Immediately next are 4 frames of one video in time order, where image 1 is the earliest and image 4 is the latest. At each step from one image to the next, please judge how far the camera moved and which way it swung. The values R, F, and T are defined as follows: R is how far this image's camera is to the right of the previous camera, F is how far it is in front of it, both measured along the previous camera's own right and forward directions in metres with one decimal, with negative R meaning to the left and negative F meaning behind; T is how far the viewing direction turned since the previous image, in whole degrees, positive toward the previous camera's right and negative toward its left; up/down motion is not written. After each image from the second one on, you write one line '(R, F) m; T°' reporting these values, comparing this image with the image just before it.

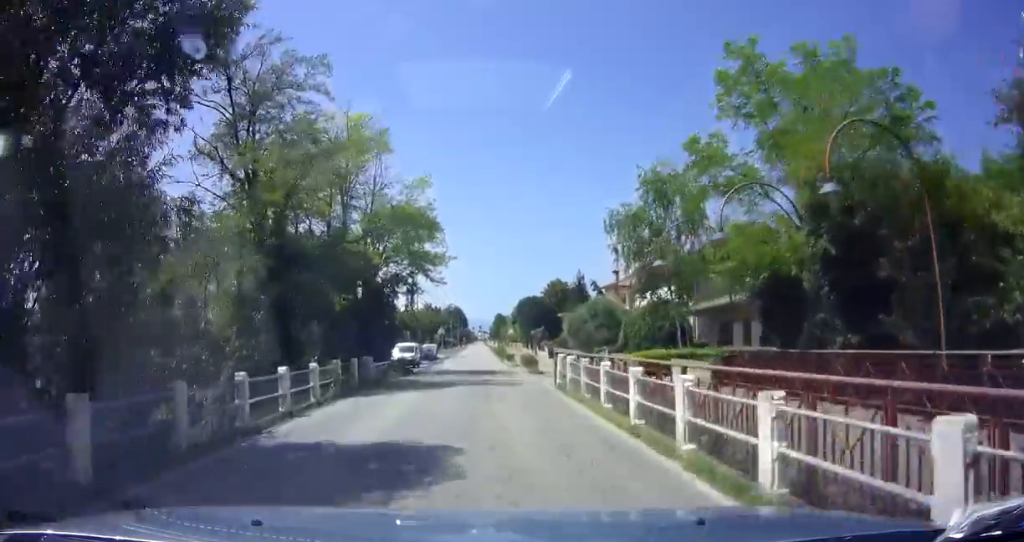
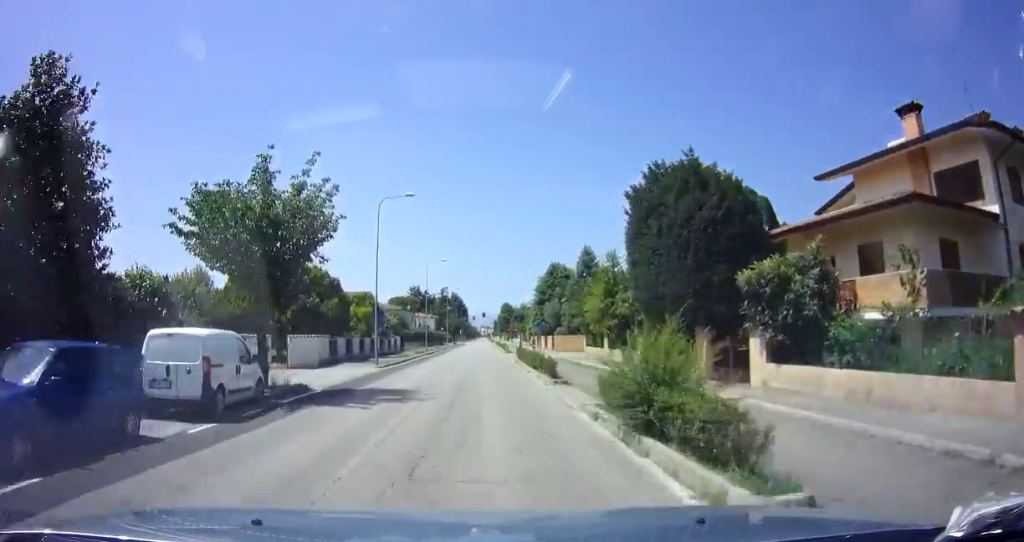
(-0.4, +52.1) m; -1°
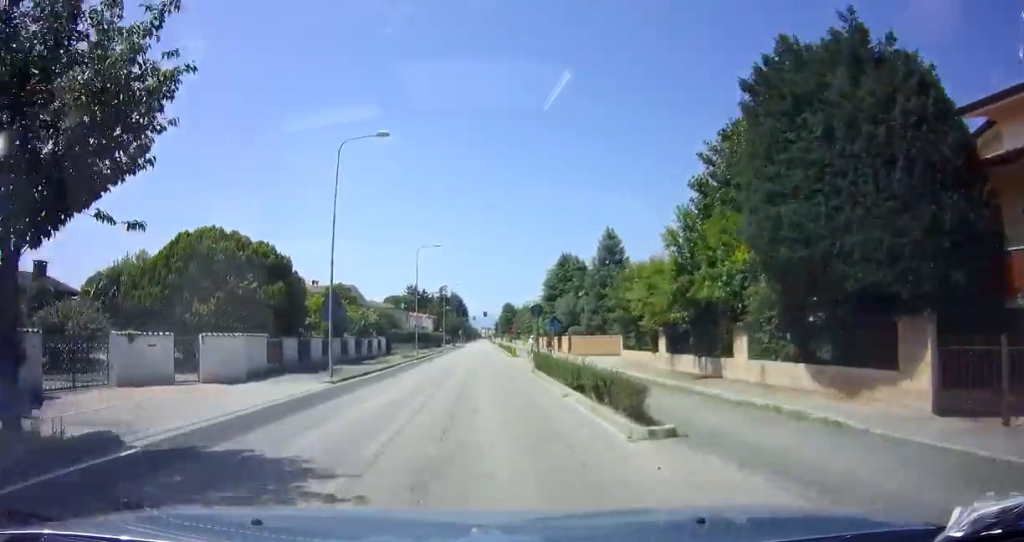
(-0.1, +9.3) m; 0°
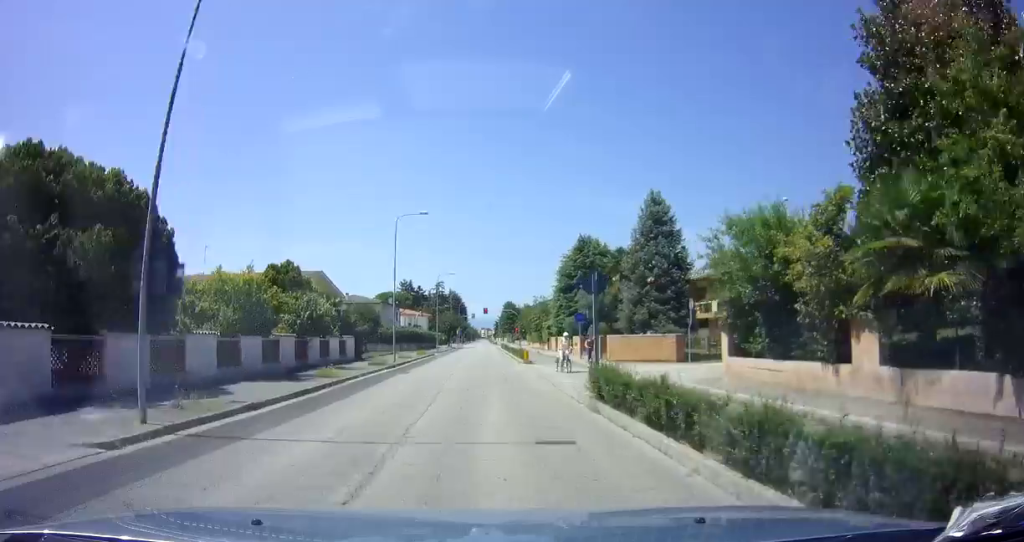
(0.0, +12.4) m; +1°
